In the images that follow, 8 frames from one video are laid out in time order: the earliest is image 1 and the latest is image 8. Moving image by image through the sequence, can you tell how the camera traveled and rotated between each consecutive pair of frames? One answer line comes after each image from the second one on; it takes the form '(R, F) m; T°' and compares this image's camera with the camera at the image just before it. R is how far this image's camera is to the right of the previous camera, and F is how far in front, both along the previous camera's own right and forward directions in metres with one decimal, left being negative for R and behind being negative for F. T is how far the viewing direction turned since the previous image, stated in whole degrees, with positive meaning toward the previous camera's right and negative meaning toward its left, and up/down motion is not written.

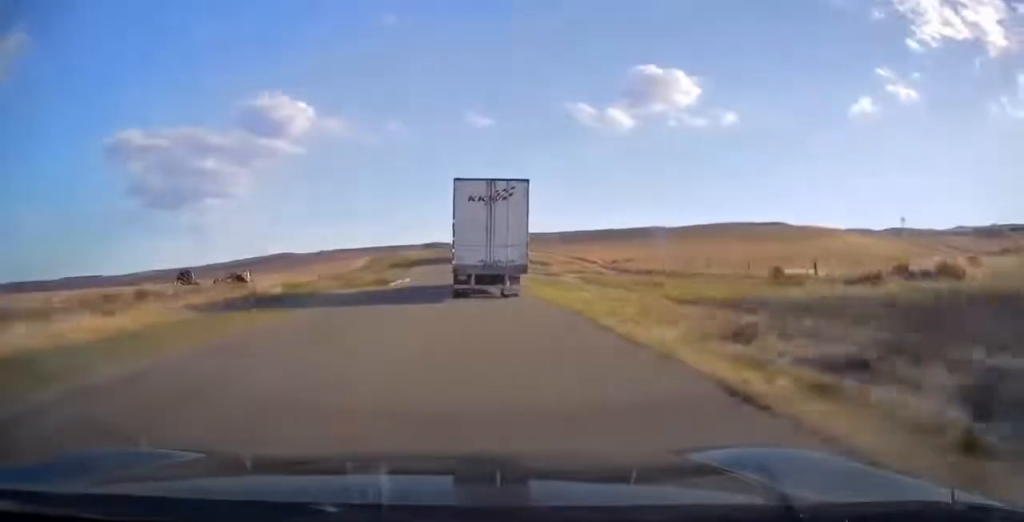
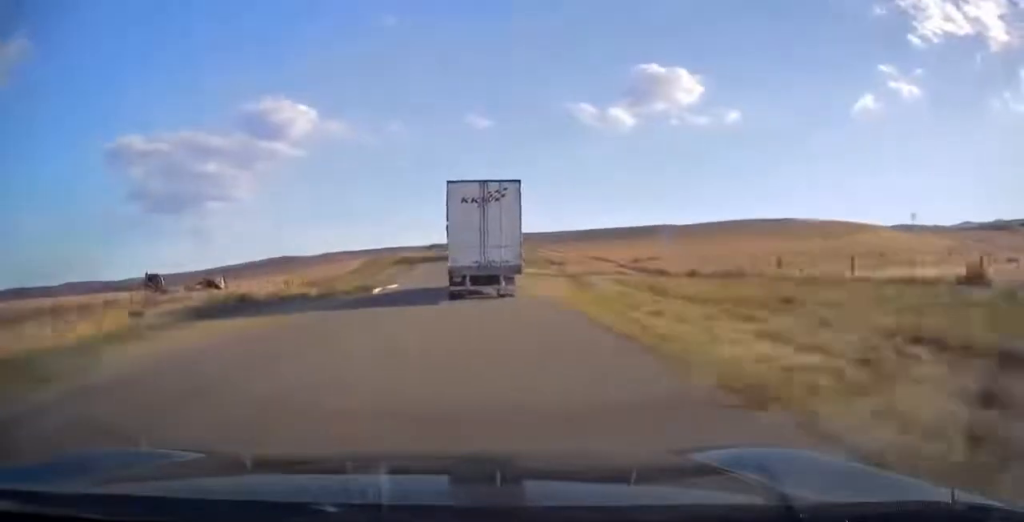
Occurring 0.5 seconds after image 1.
(0.0, +12.8) m; 0°
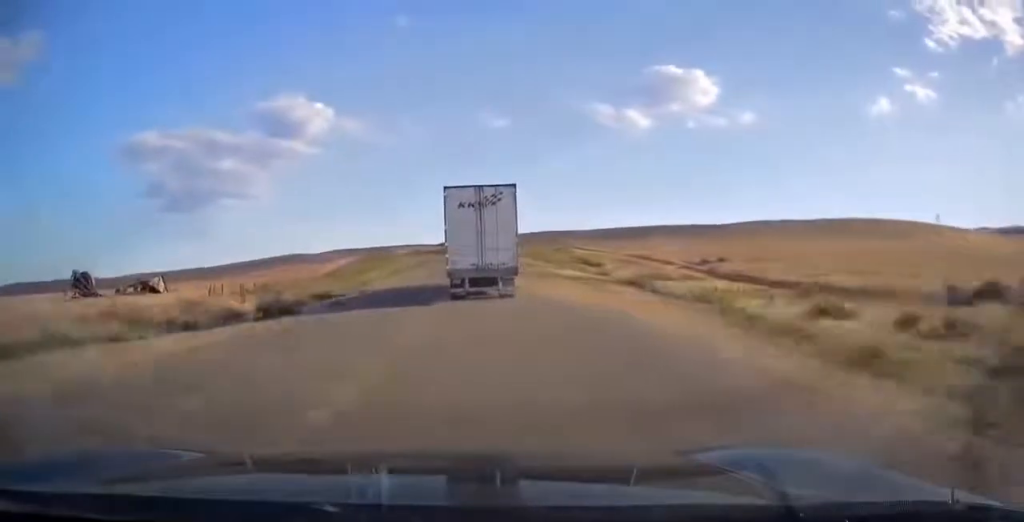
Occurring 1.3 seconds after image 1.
(0.0, +23.6) m; -1°
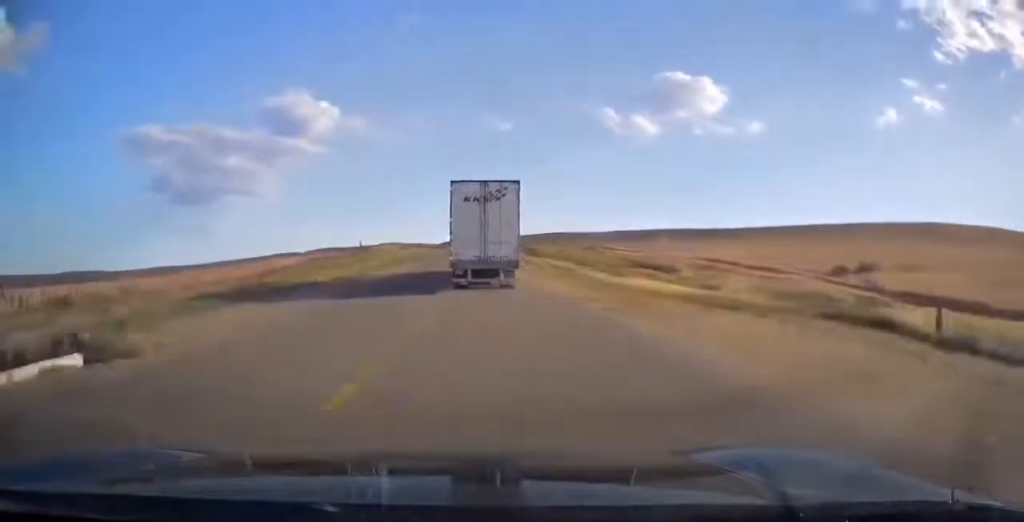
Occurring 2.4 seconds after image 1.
(-0.8, +28.9) m; -2°
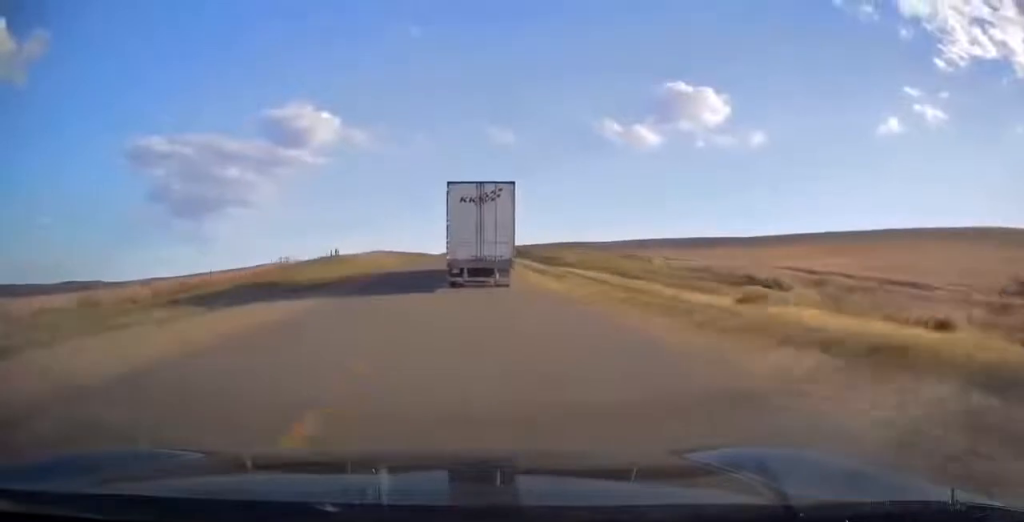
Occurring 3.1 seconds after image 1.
(0.0, +18.9) m; +1°
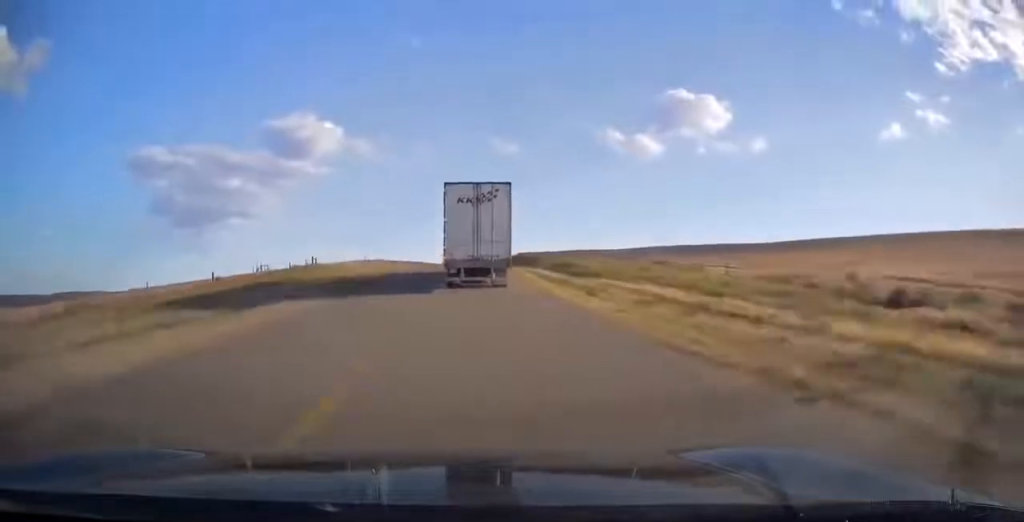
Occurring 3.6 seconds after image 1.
(-0.1, +12.6) m; +1°
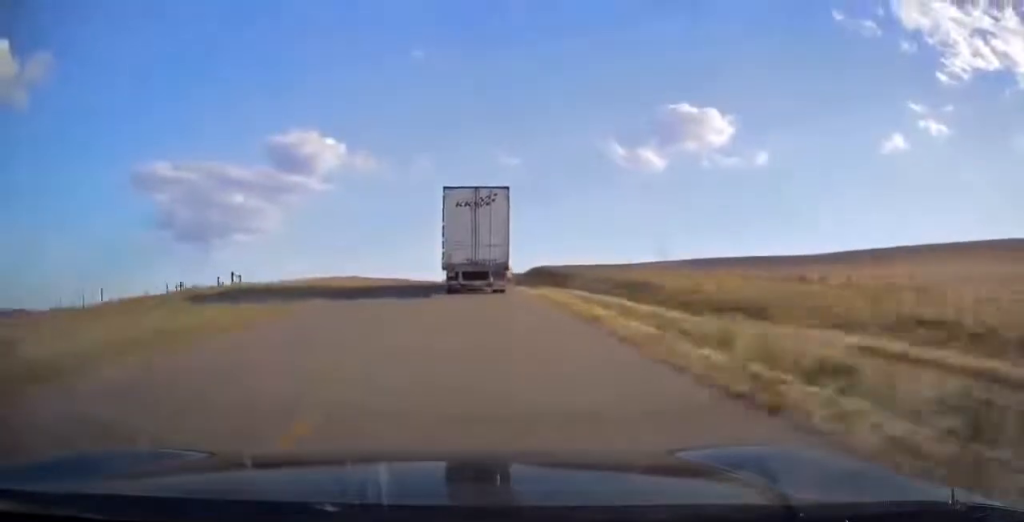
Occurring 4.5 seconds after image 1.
(+0.6, +24.1) m; 0°
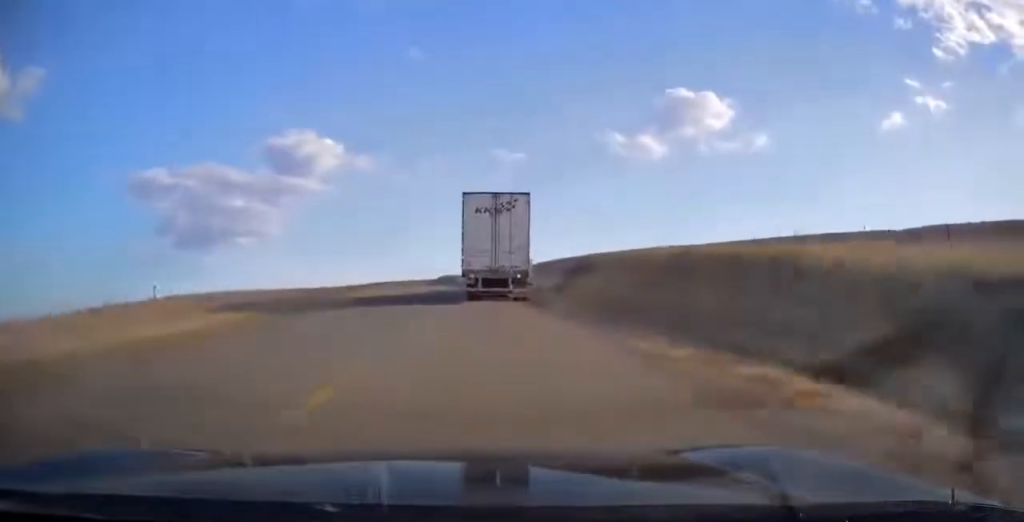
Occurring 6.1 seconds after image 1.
(-1.2, +43.9) m; -1°
